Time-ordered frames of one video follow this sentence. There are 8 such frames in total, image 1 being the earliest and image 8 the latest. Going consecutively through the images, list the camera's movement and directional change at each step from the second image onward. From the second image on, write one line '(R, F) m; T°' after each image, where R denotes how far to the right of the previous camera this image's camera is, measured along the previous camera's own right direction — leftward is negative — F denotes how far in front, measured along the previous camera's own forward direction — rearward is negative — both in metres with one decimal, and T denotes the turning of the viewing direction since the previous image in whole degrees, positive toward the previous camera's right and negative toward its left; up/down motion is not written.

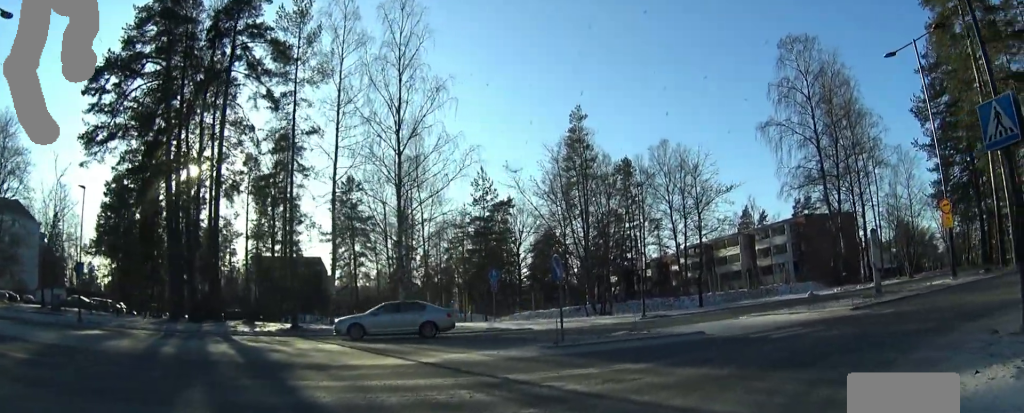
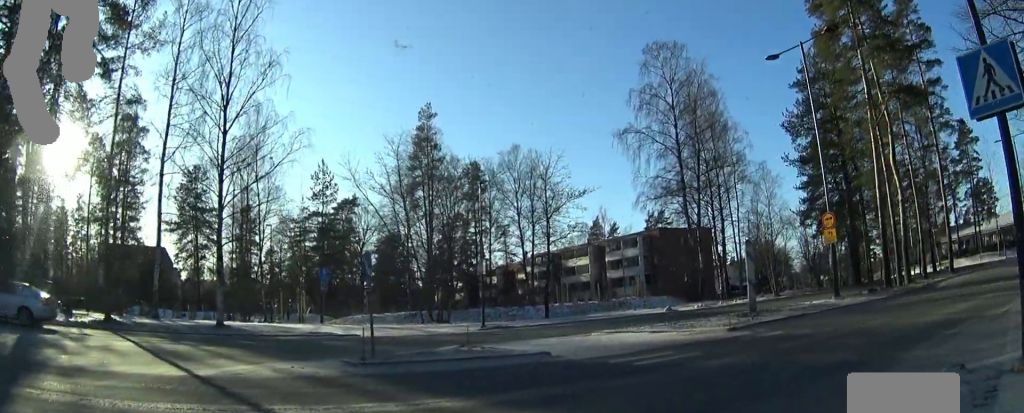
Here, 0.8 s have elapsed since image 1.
(+0.5, +2.8) m; +19°
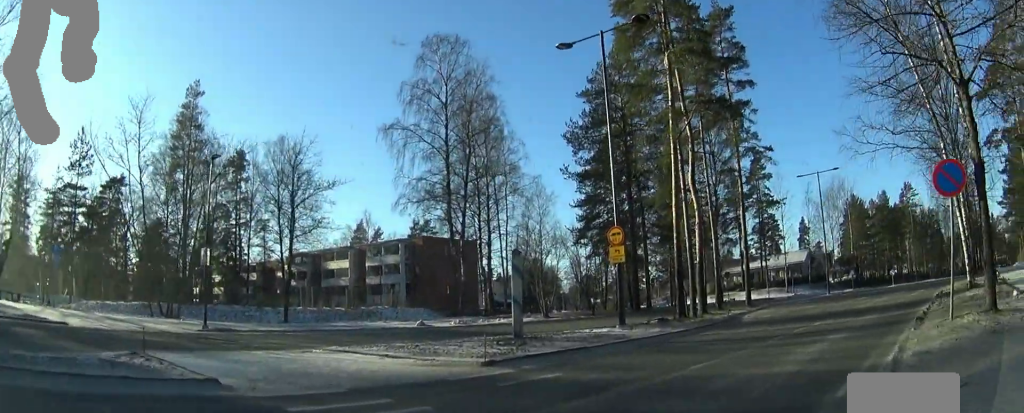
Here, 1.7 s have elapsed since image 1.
(+0.8, +3.5) m; +14°
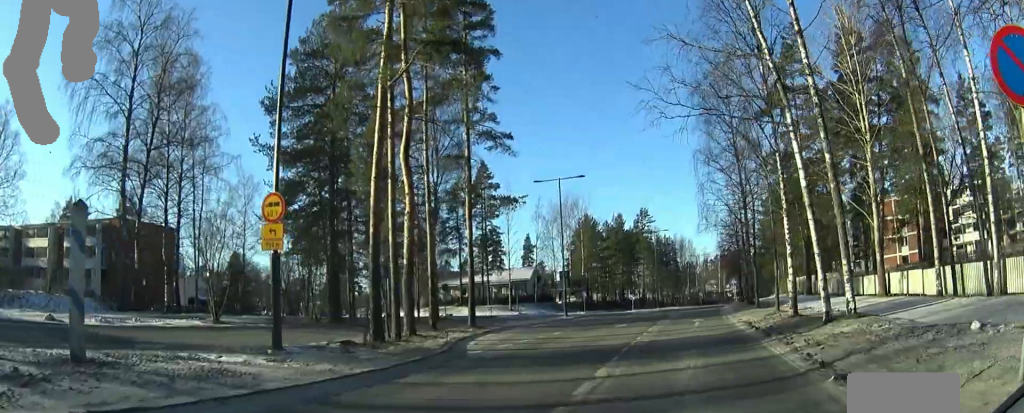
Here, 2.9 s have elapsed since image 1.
(+0.2, +6.1) m; +9°
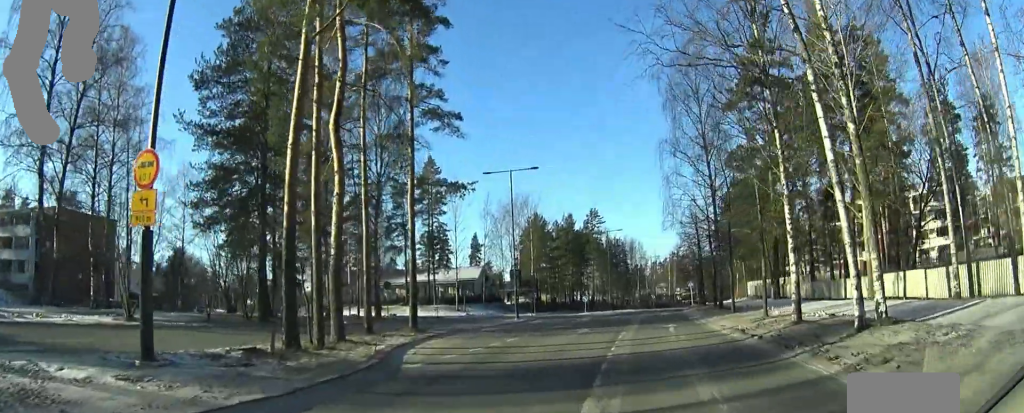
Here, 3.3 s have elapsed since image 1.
(-0.3, +2.6) m; +6°
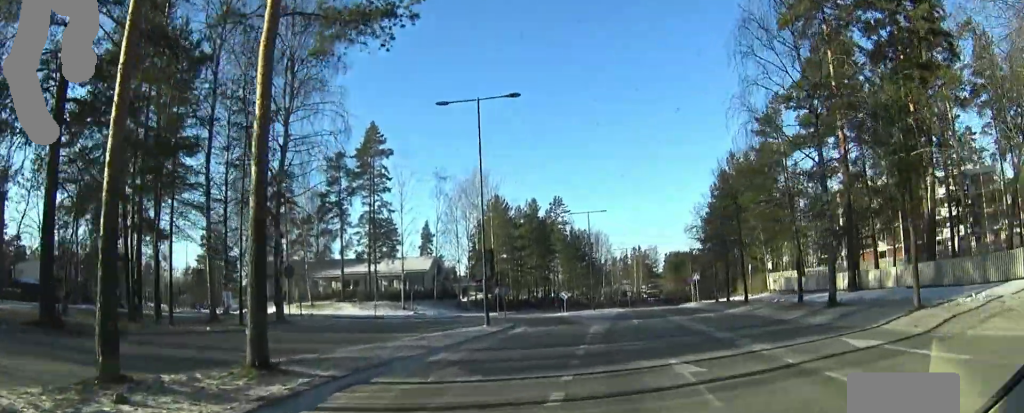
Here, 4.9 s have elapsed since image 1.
(+1.7, +11.9) m; +7°
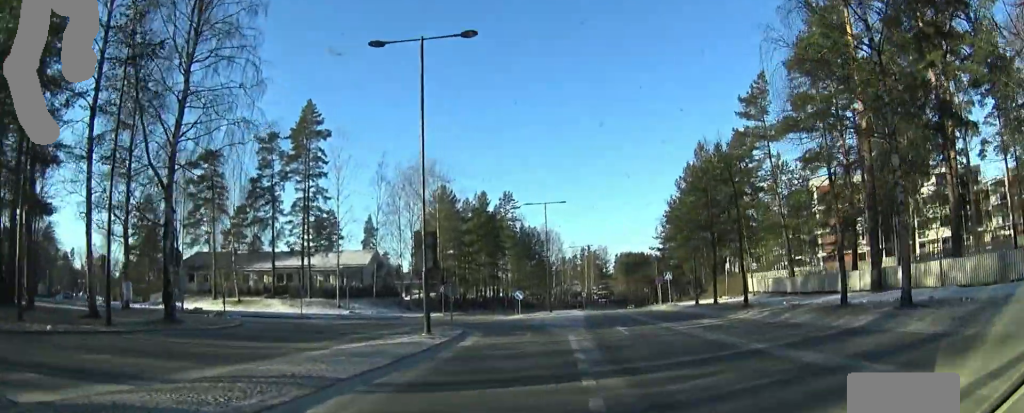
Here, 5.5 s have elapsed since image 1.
(-0.1, +5.5) m; +1°
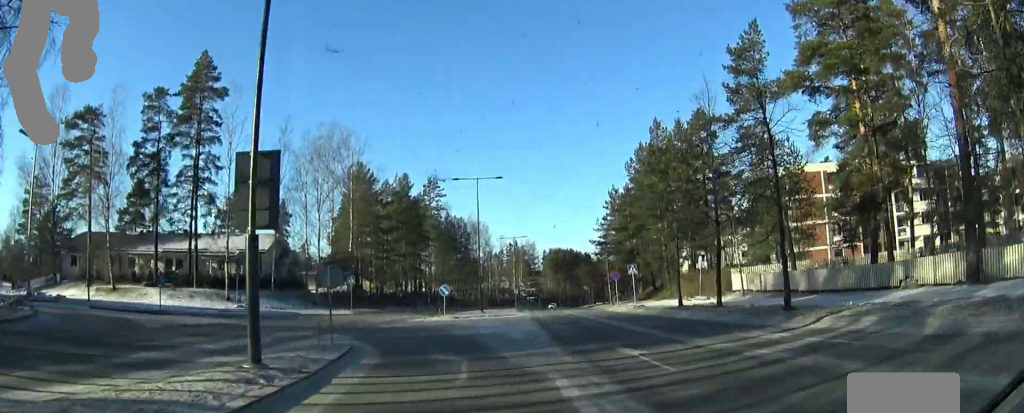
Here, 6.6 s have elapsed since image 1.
(+0.5, +9.4) m; +6°
